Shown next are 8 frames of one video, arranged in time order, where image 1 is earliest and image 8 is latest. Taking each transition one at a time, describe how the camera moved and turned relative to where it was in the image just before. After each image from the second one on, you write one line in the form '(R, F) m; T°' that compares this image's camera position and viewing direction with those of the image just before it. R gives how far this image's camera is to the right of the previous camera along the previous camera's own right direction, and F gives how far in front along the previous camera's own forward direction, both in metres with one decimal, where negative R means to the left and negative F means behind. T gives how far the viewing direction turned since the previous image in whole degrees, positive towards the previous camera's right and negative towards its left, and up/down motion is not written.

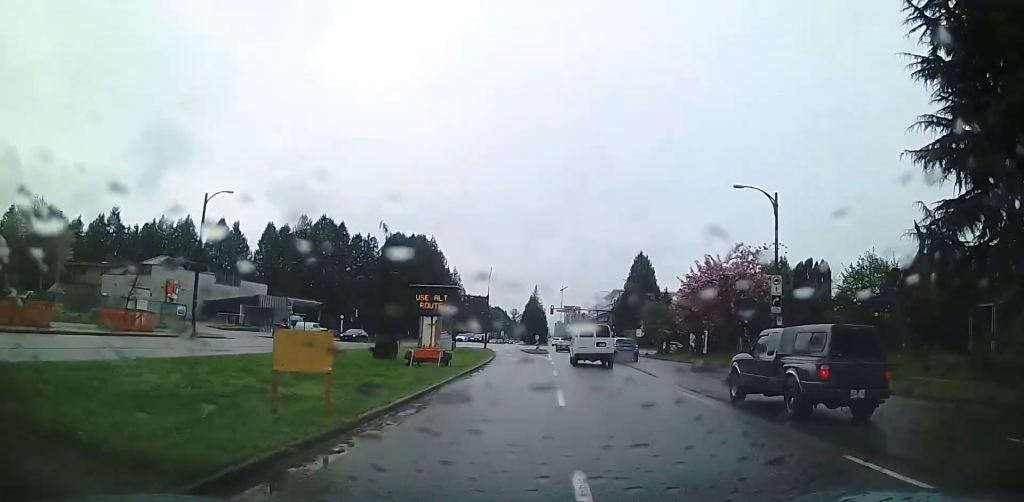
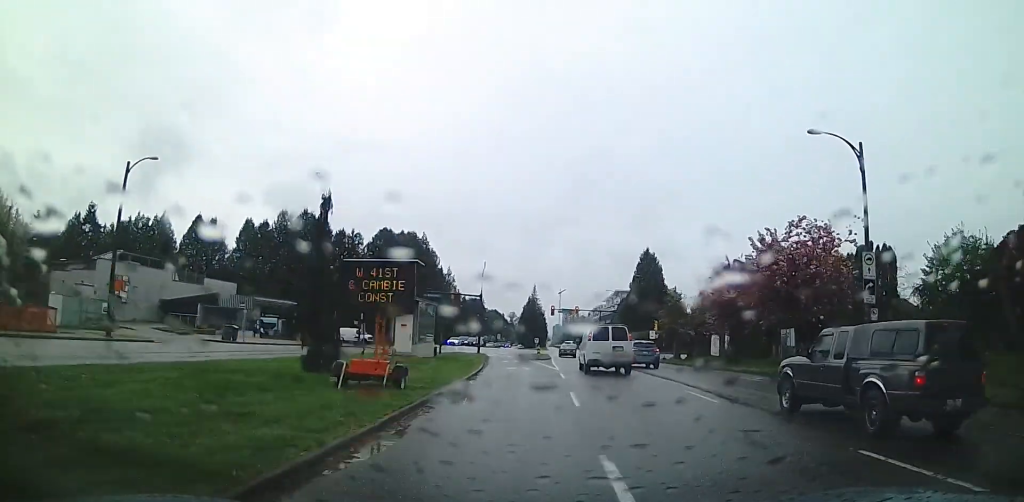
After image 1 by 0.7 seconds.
(+0.3, +8.1) m; 0°
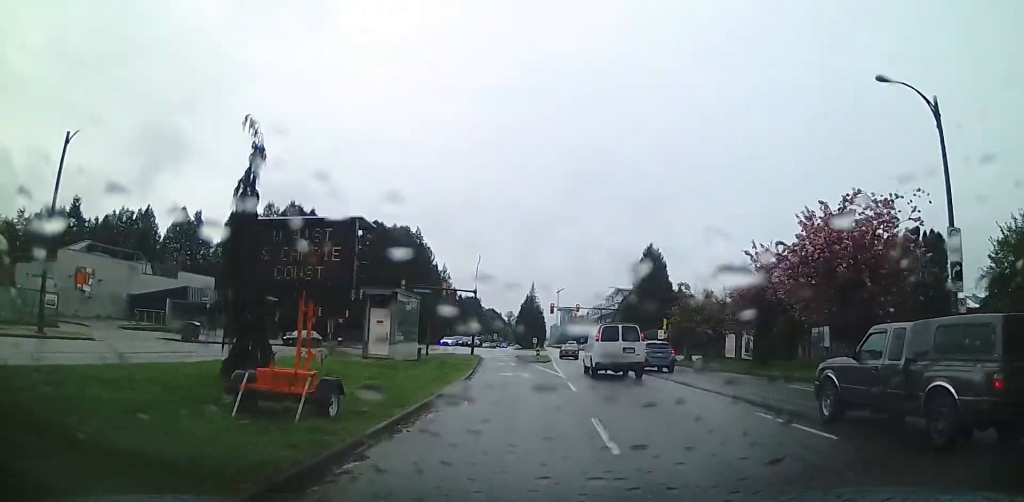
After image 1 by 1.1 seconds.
(0.0, +4.9) m; 0°
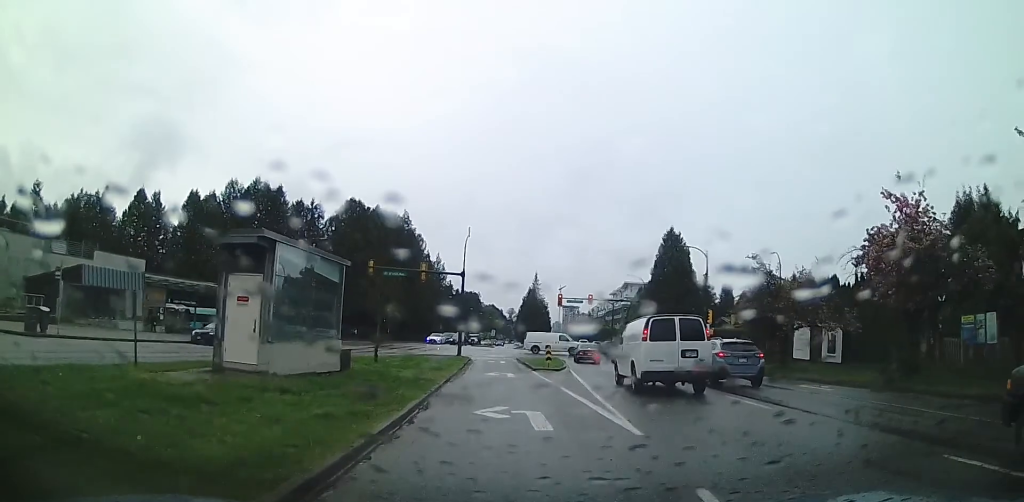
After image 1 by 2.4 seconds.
(-0.3, +14.3) m; -1°
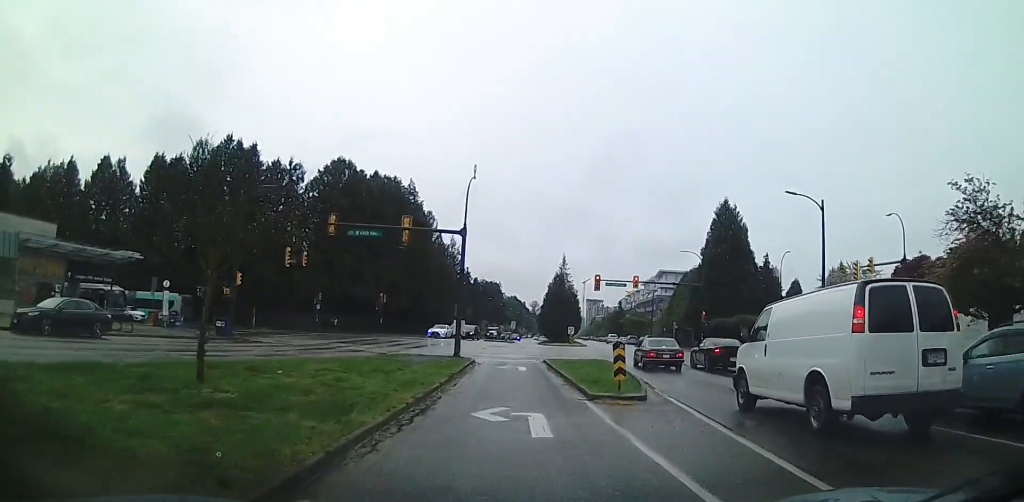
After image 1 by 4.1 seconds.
(-0.1, +17.1) m; -2°
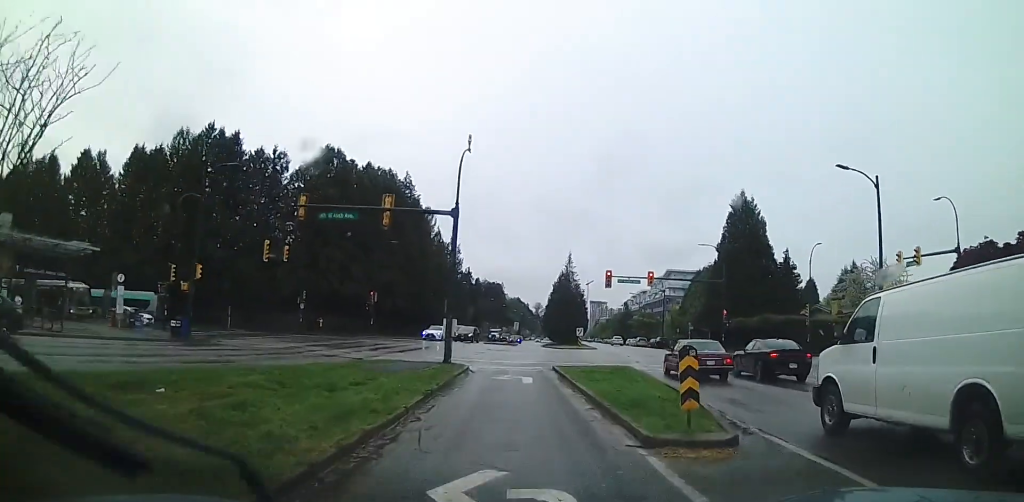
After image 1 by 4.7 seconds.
(-0.2, +6.1) m; 0°
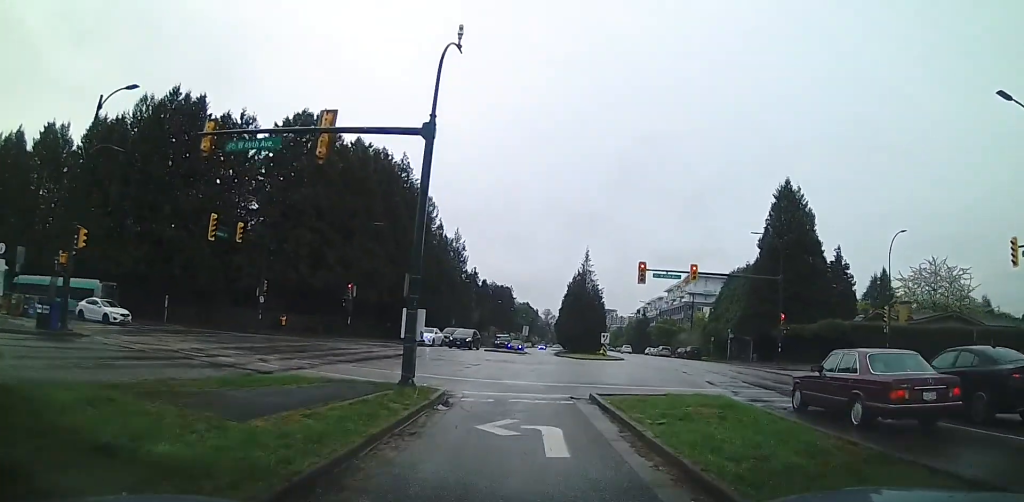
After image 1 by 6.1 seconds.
(+0.3, +12.1) m; +2°
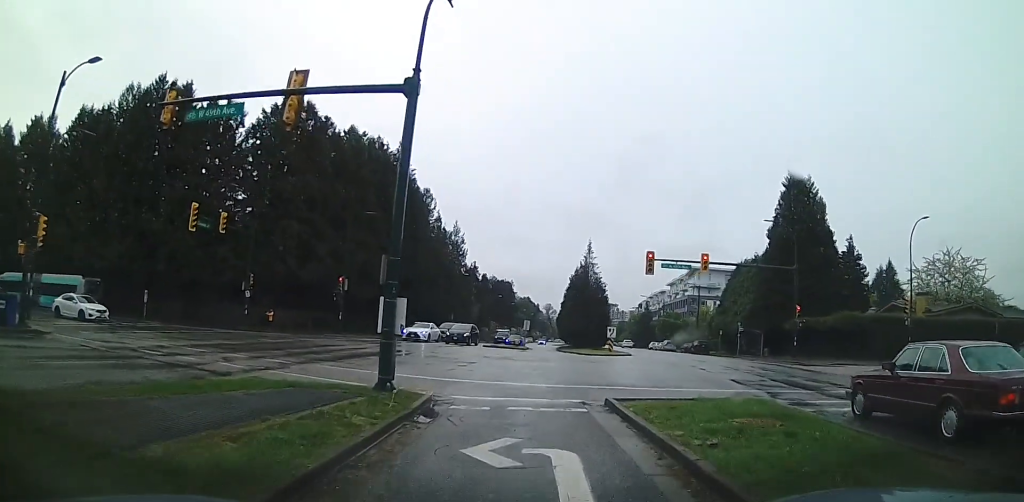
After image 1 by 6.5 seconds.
(0.0, +2.8) m; 0°
